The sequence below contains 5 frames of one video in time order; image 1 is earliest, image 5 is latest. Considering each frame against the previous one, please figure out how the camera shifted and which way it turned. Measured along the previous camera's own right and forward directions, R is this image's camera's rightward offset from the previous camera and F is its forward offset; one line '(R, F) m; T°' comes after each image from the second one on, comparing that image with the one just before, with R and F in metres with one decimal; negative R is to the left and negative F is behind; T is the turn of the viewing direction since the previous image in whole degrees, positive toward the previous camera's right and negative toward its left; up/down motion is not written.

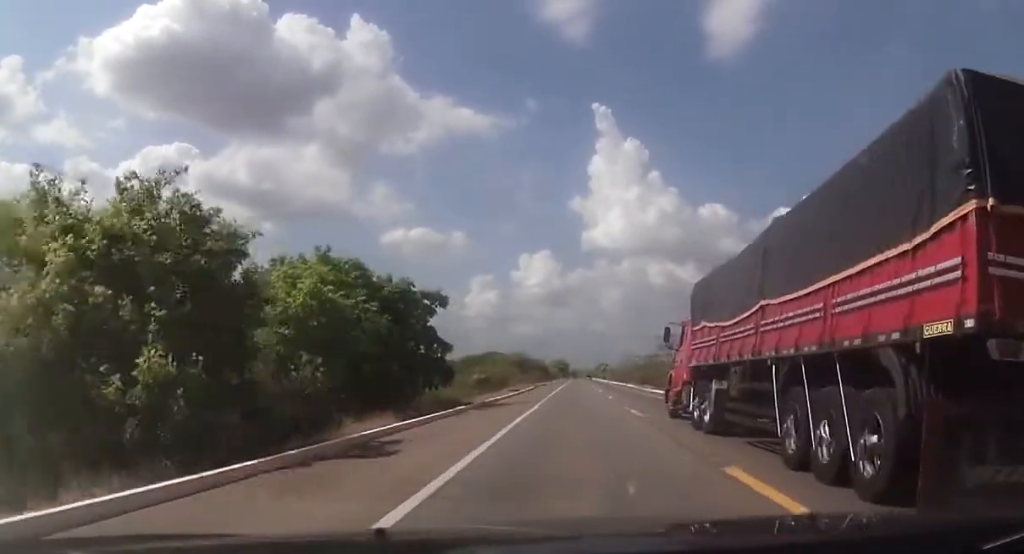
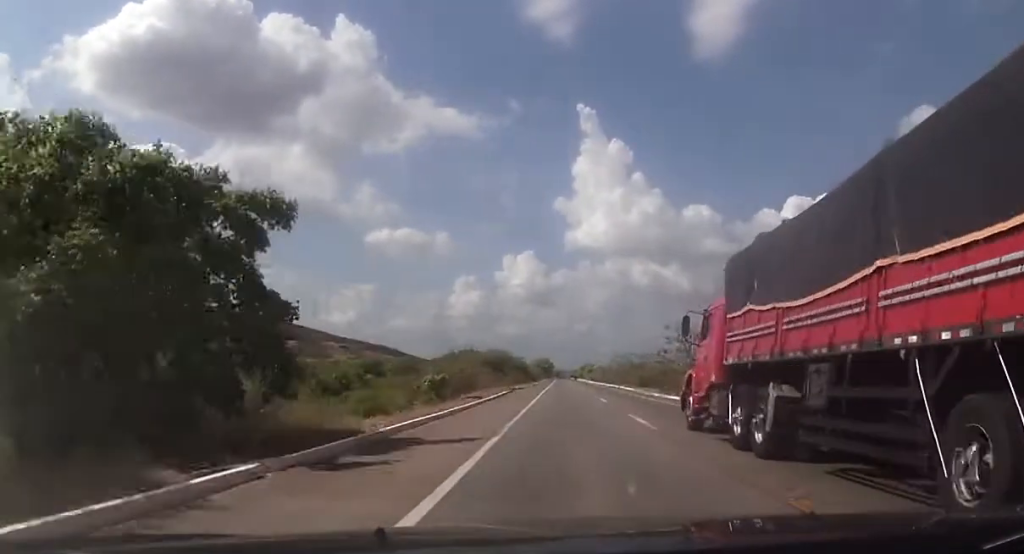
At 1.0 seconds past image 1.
(-0.3, +18.2) m; +1°
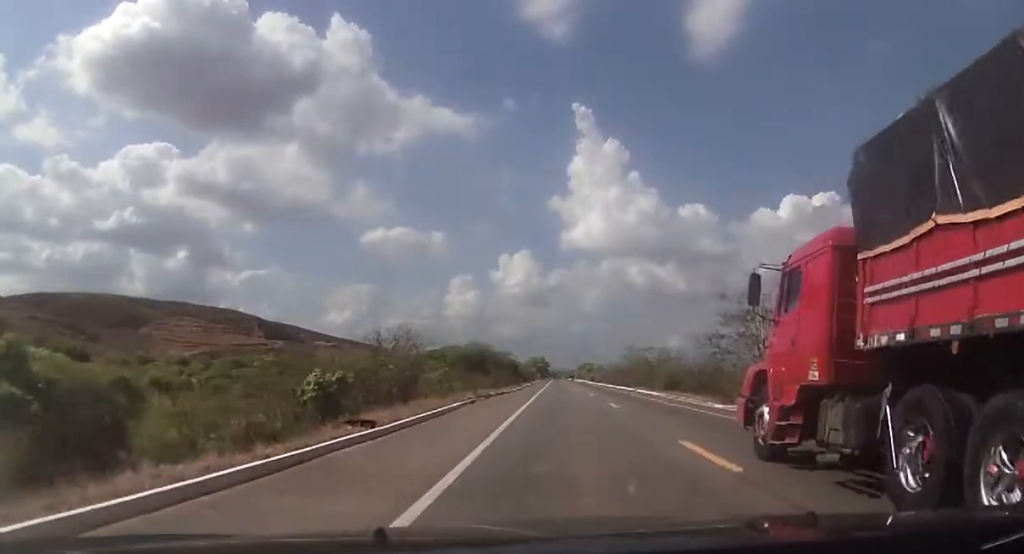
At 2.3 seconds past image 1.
(+0.9, +24.2) m; +2°
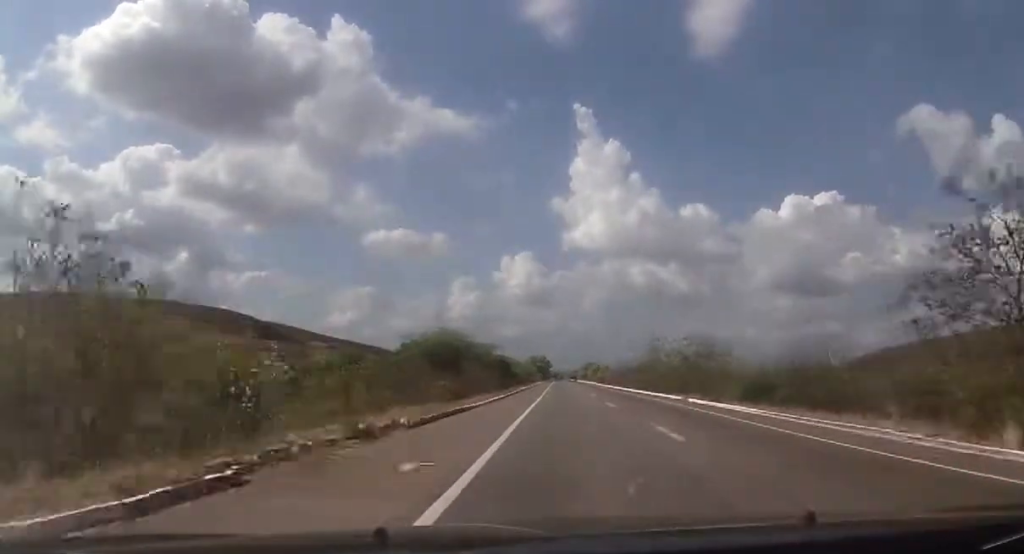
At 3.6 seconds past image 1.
(-0.6, +26.2) m; -1°
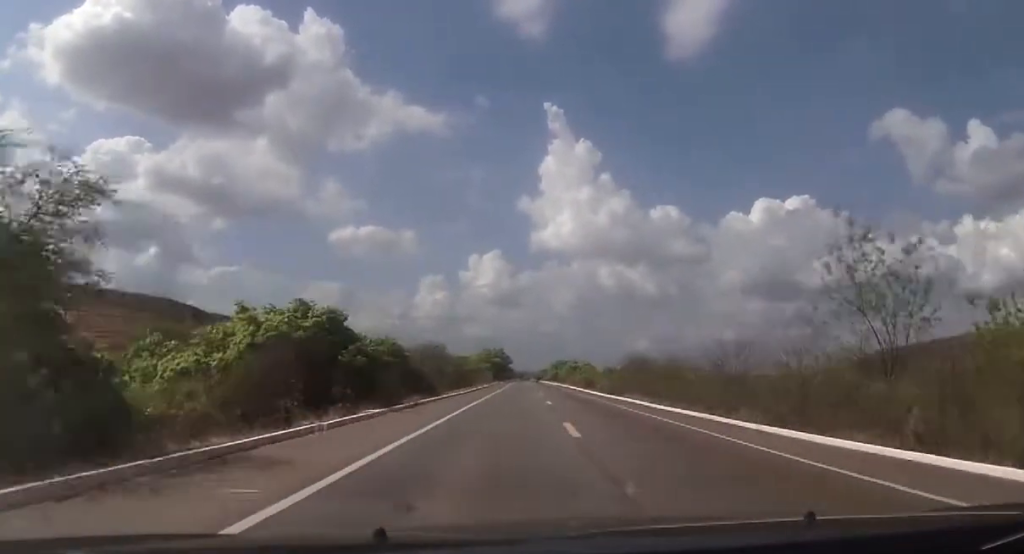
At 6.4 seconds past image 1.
(+1.6, +61.0) m; +2°
